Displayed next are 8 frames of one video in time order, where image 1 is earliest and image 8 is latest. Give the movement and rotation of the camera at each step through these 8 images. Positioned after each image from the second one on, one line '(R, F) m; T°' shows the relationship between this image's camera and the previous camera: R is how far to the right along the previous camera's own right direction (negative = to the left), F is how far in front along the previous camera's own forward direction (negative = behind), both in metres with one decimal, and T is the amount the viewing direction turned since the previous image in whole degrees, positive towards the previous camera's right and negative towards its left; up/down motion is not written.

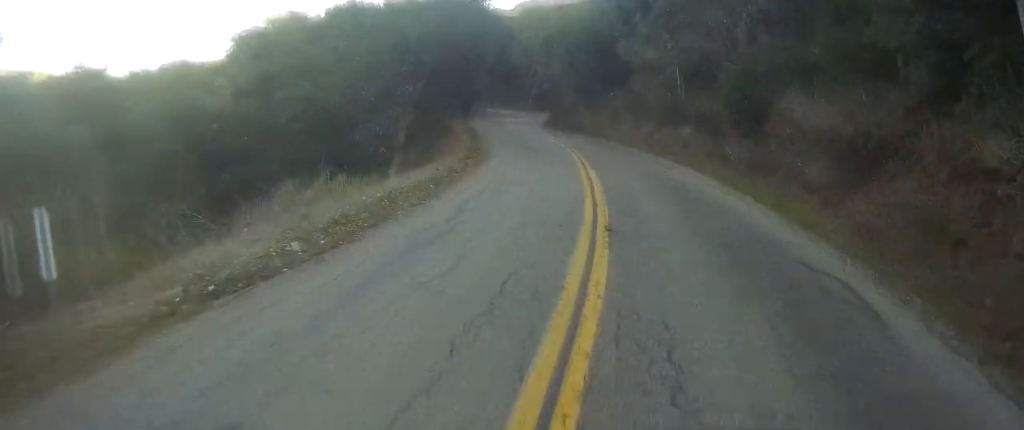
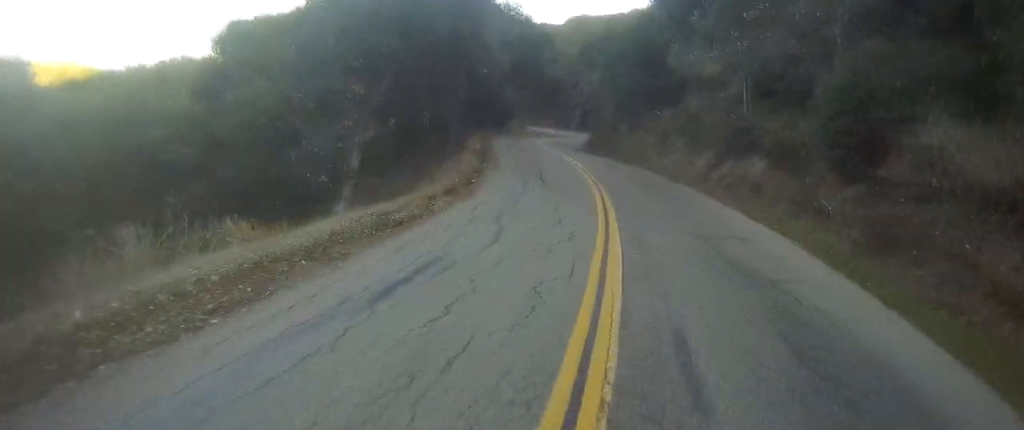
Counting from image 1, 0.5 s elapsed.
(-0.1, +7.7) m; 0°
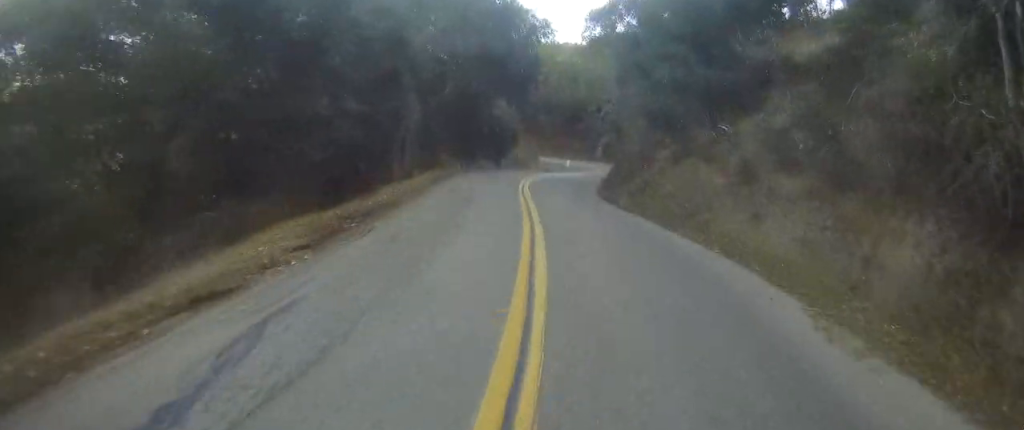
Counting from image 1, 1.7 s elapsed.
(-0.2, +17.4) m; -3°
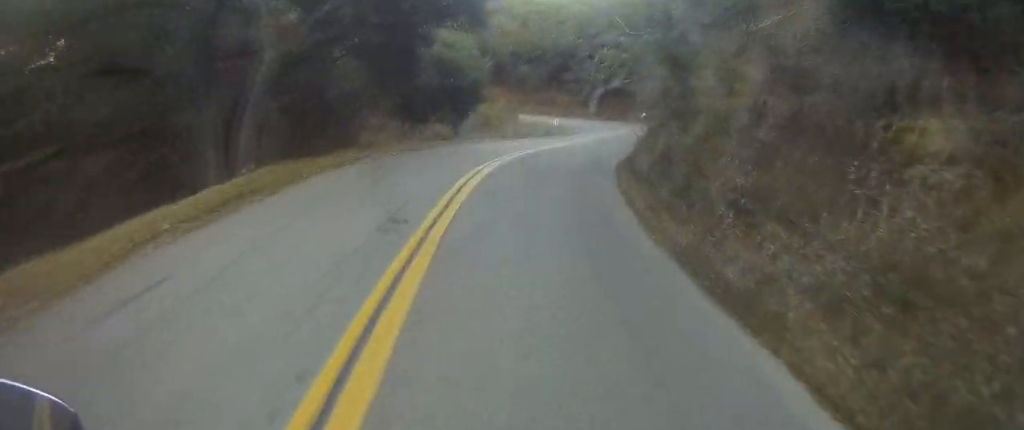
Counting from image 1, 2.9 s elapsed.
(-0.8, +16.8) m; -5°
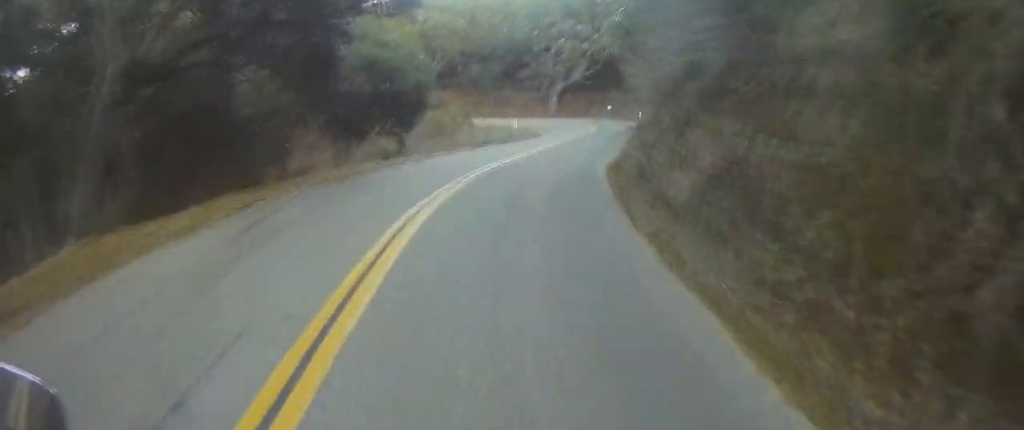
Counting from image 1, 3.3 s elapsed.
(-0.1, +5.9) m; 0°
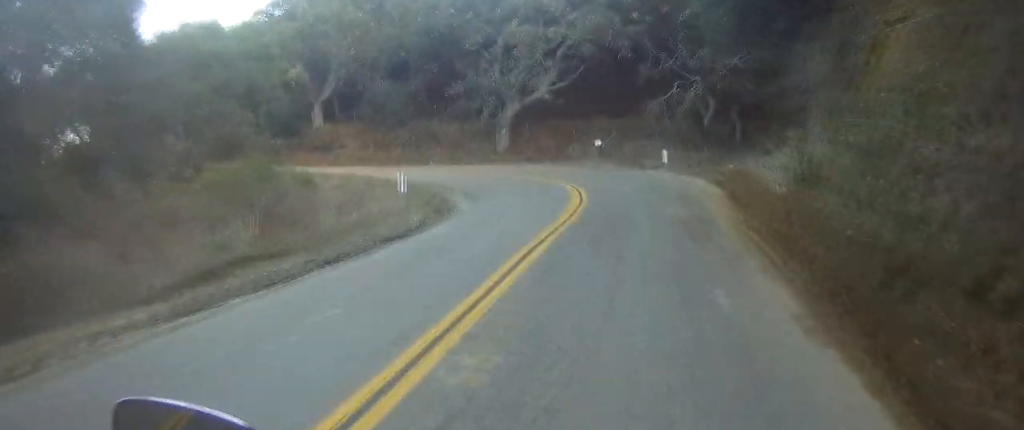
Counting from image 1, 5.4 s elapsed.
(+3.0, +27.8) m; +7°
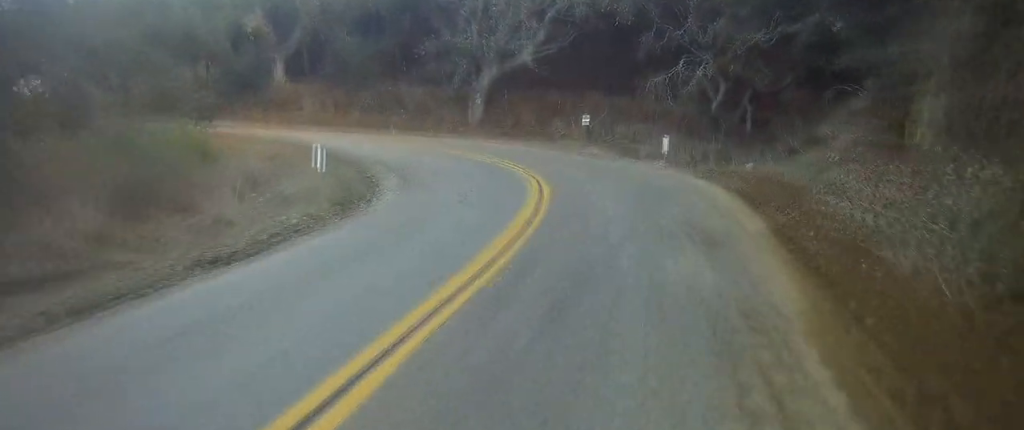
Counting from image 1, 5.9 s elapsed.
(+0.1, +5.6) m; -4°
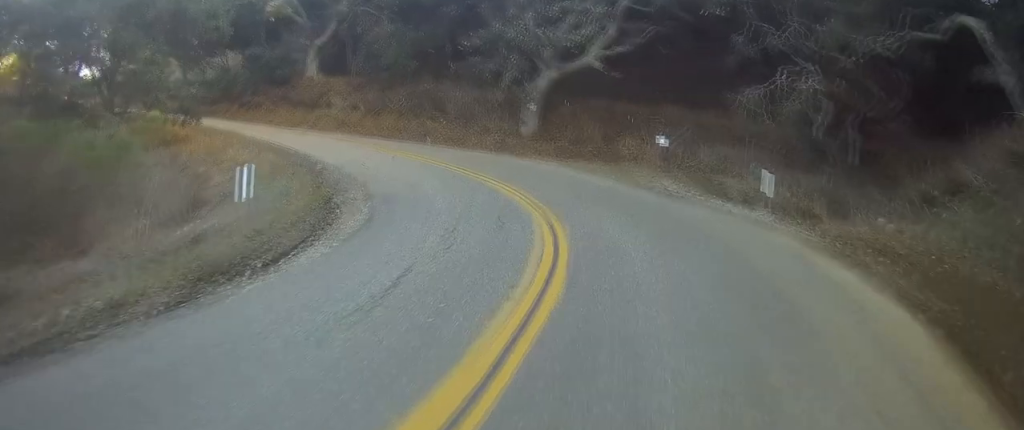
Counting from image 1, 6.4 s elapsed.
(-0.3, +6.3) m; -5°
